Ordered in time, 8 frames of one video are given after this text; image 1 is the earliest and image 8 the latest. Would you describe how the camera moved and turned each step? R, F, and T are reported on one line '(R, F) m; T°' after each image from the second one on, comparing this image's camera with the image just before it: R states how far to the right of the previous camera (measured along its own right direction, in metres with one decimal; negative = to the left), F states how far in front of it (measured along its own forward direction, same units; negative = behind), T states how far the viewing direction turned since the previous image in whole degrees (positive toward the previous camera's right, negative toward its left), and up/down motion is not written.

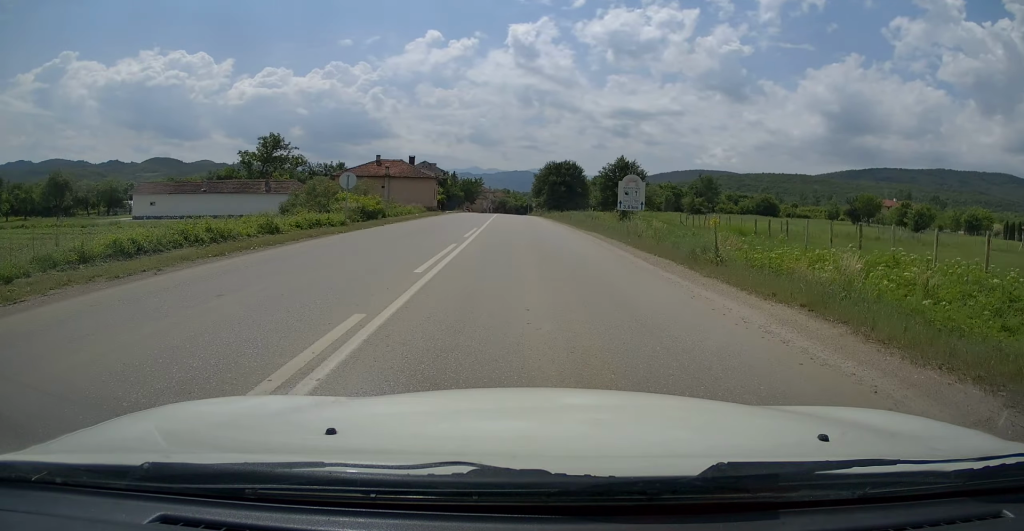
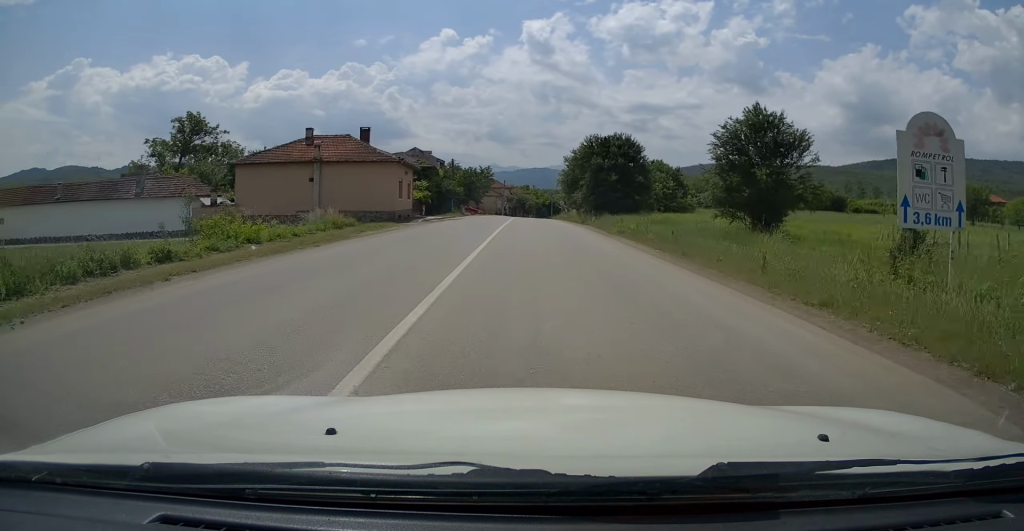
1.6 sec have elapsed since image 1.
(-0.9, +30.5) m; -3°
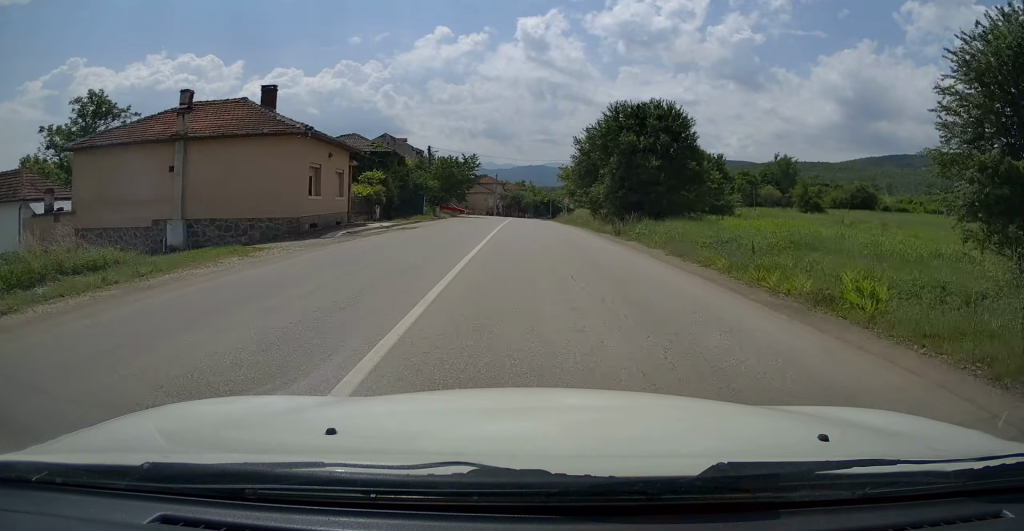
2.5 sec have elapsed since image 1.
(-0.3, +17.4) m; -1°
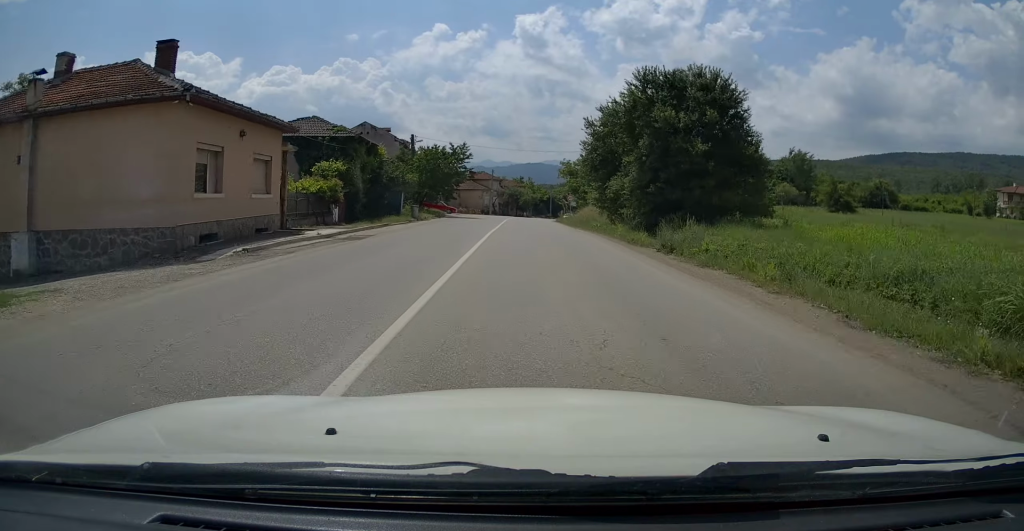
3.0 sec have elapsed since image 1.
(0.0, +9.3) m; 0°
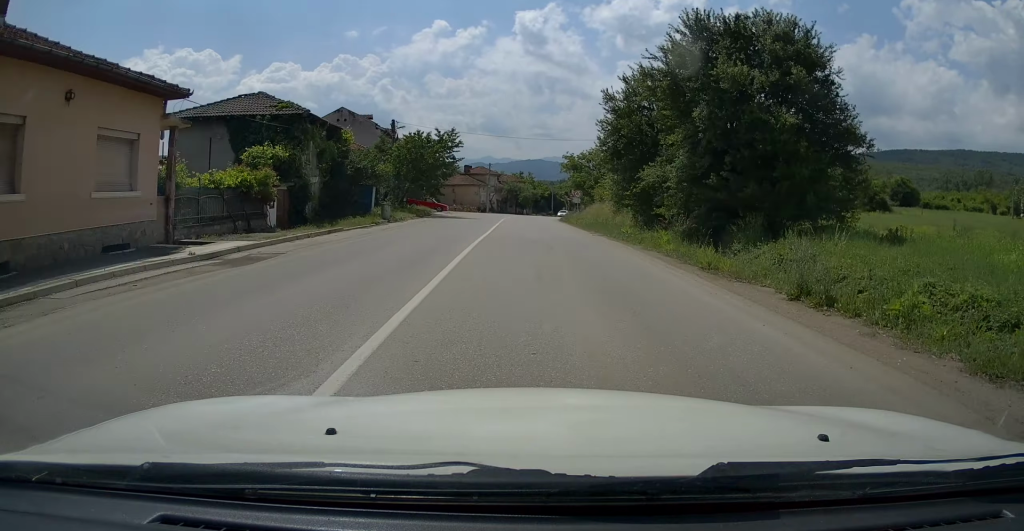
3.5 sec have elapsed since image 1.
(0.0, +8.5) m; 0°
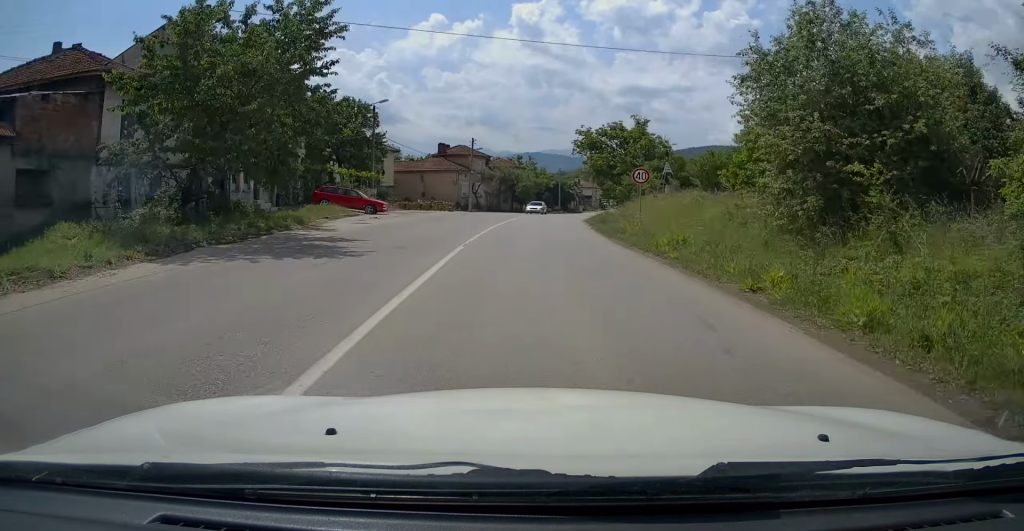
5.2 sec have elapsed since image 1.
(0.0, +30.2) m; +1°
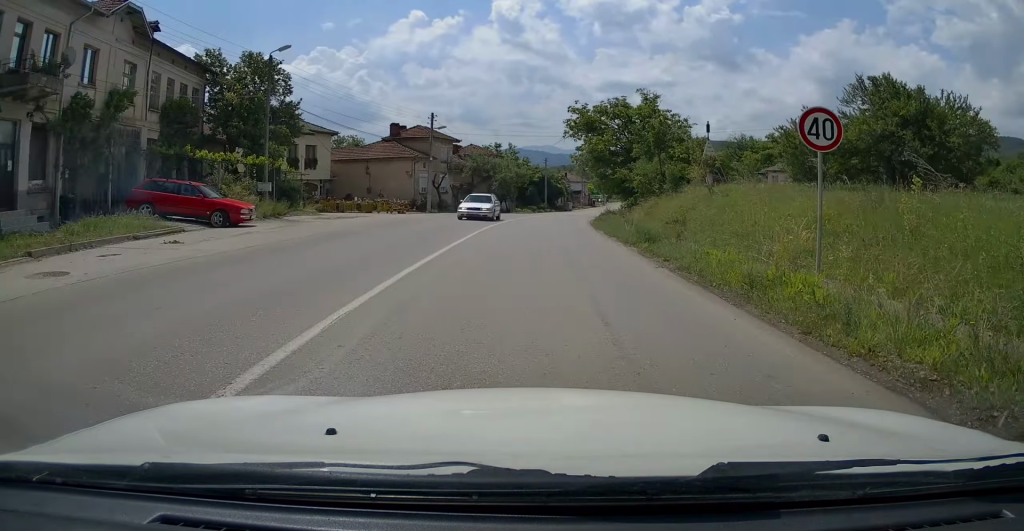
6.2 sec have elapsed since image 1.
(+0.2, +17.4) m; 0°
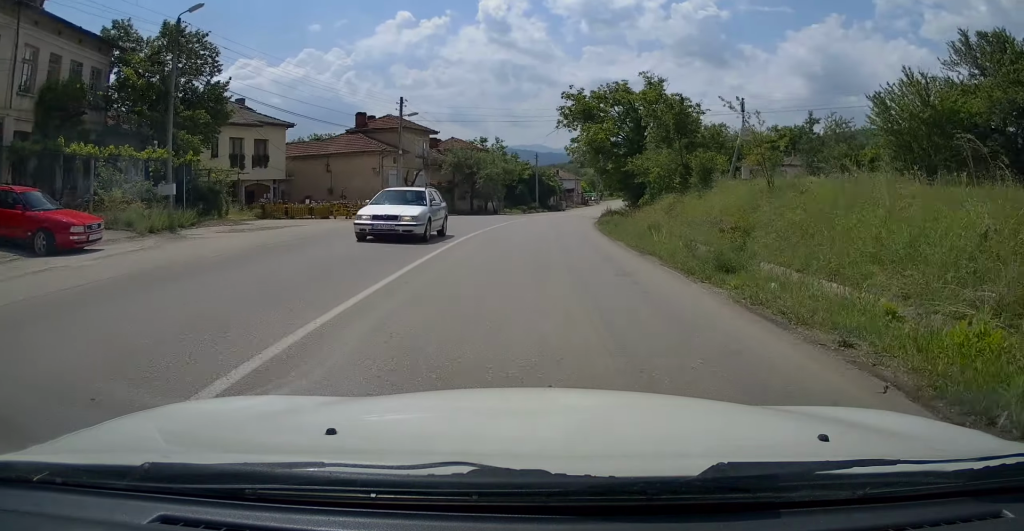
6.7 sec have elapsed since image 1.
(-0.1, +8.0) m; 0°
